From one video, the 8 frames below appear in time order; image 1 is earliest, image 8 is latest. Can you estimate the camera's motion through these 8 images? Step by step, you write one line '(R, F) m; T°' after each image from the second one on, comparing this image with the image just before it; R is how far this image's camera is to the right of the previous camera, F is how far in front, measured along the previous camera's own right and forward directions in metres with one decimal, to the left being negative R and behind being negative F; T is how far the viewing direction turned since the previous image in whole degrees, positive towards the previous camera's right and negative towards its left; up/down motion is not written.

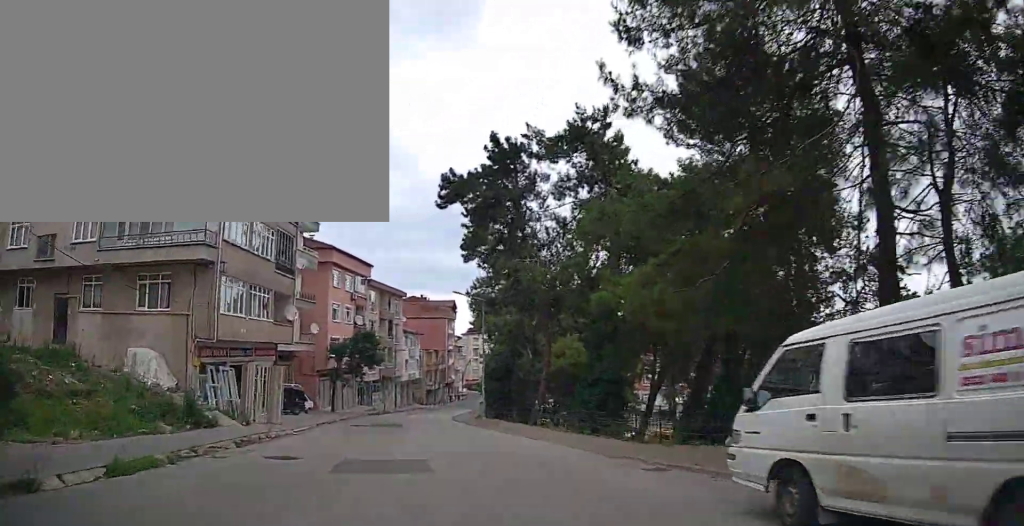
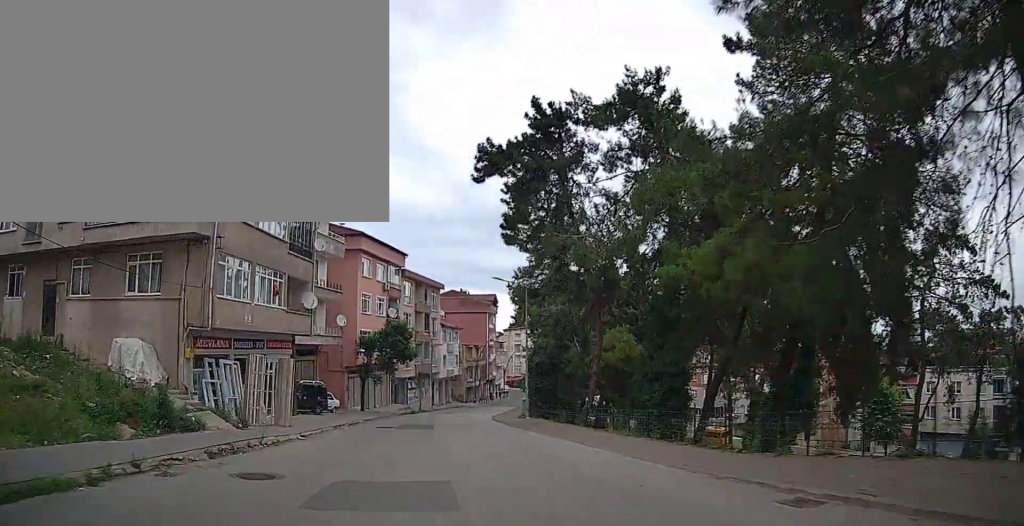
(-0.1, +3.7) m; -6°
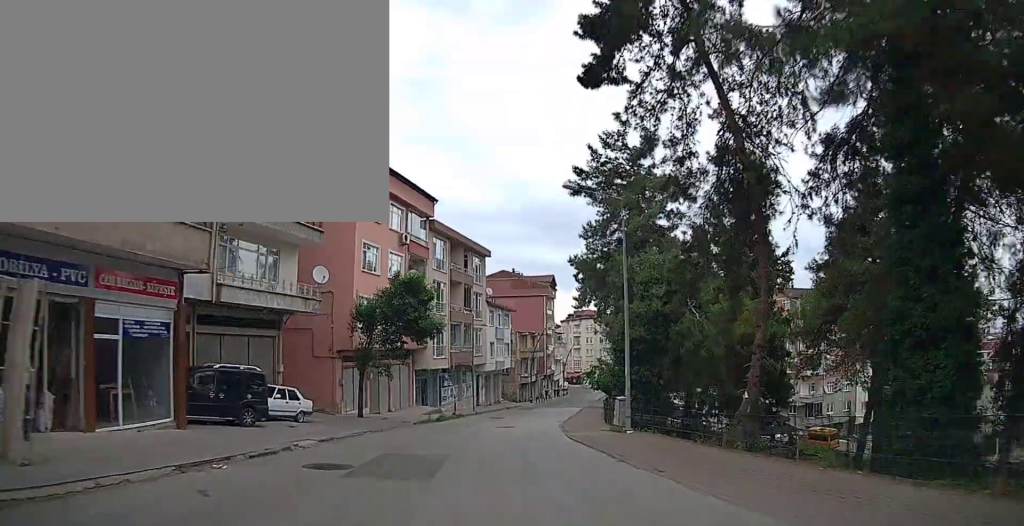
(-1.6, +14.8) m; -5°
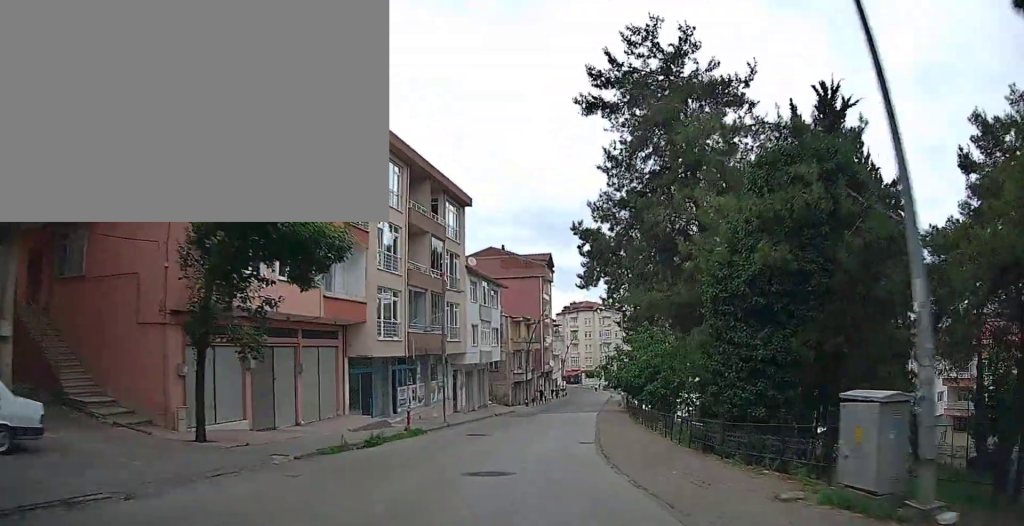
(+0.4, +14.4) m; +2°
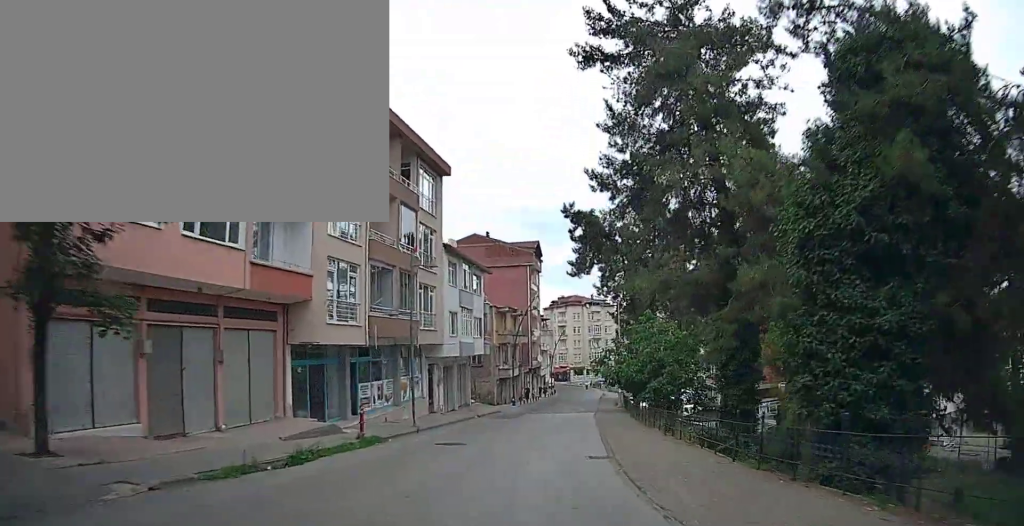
(0.0, +5.1) m; +2°
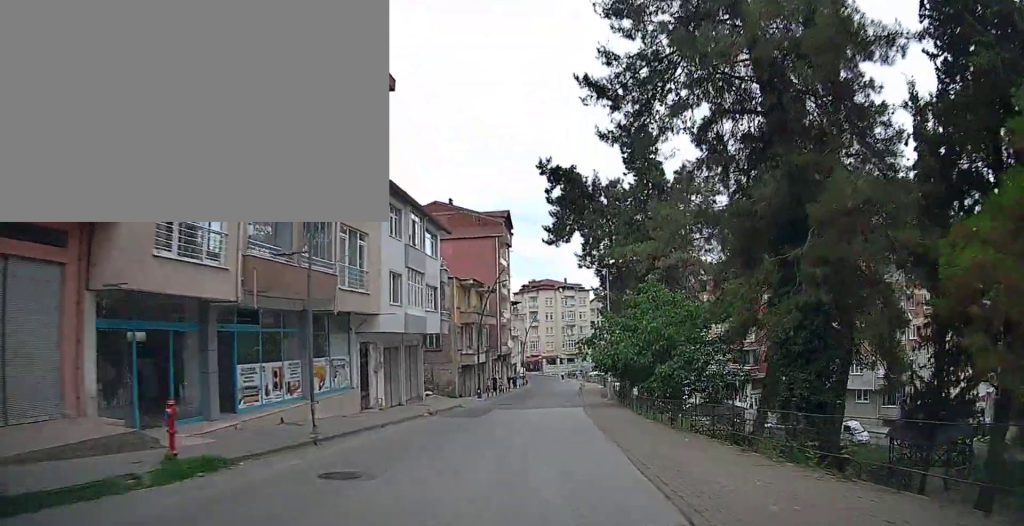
(+0.2, +8.7) m; +3°
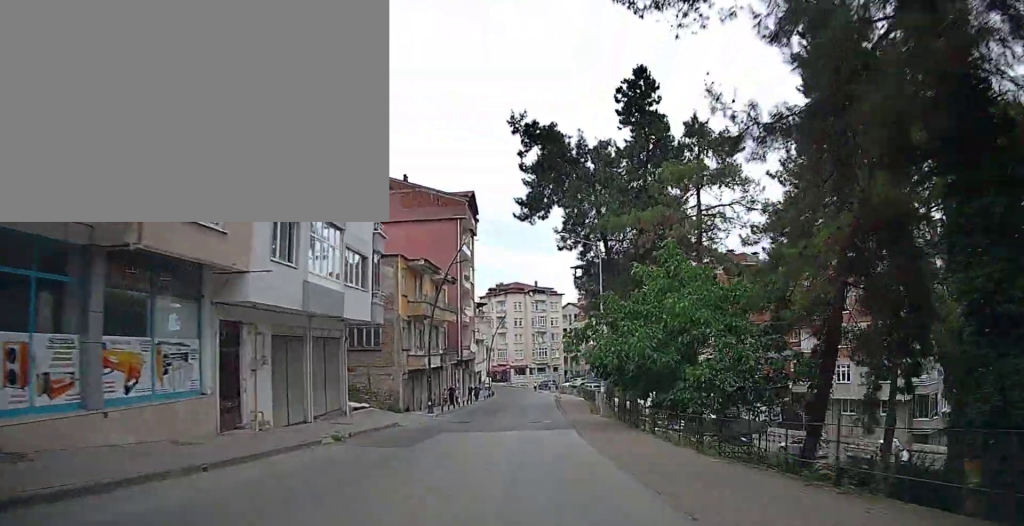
(+0.3, +9.5) m; +2°
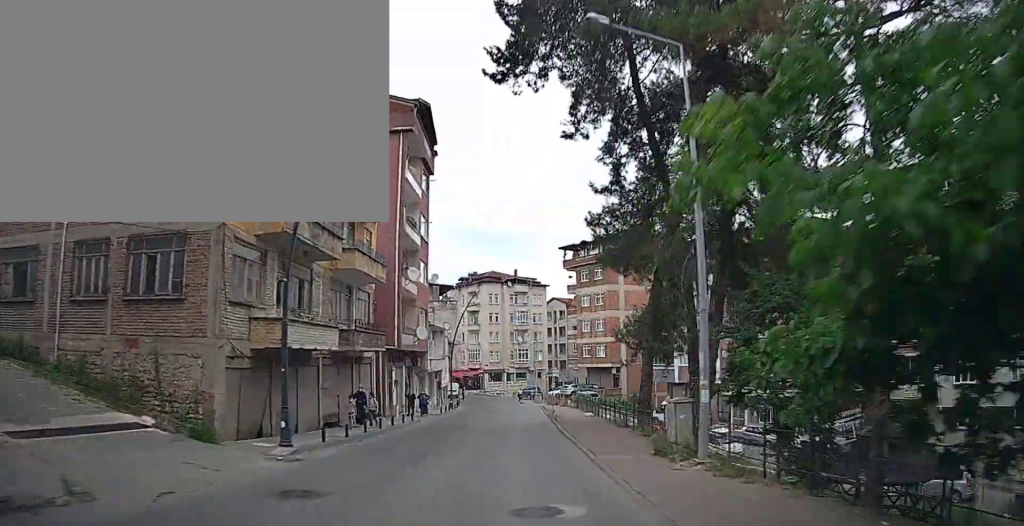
(+0.8, +18.0) m; +6°
